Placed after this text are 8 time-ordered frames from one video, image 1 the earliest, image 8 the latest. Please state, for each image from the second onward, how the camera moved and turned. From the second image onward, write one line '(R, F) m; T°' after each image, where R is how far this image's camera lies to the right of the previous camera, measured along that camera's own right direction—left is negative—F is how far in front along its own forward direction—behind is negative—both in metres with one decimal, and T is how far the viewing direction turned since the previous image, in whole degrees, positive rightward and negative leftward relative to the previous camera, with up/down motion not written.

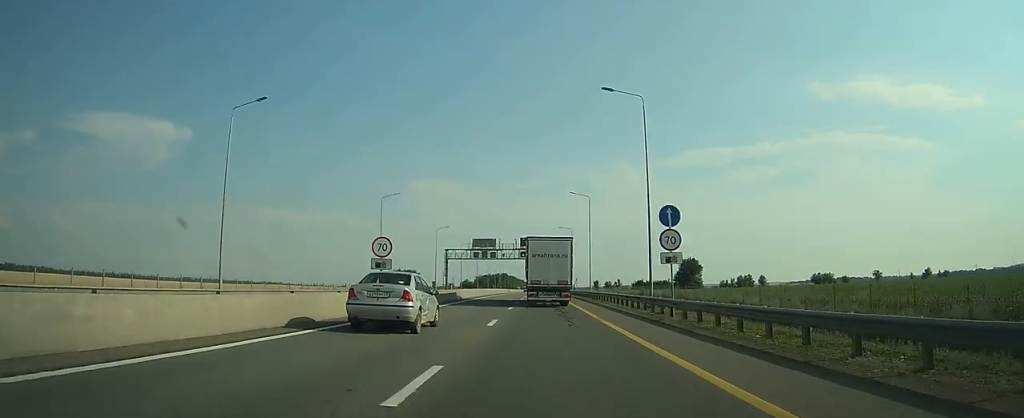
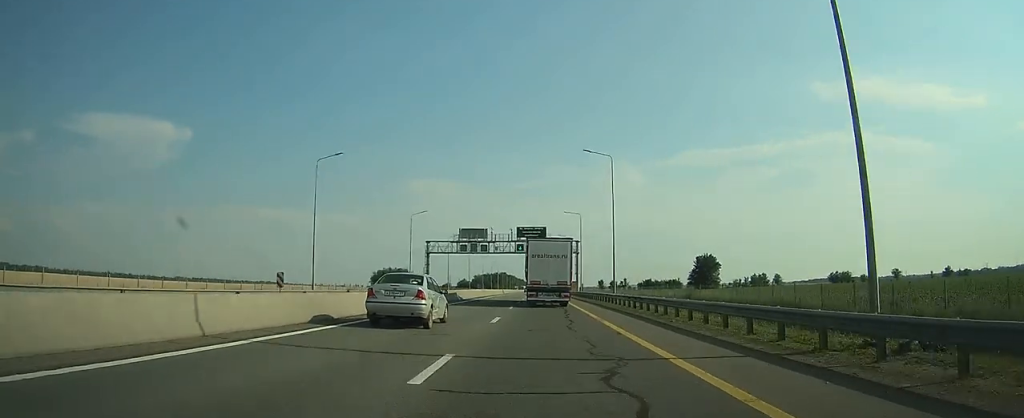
(+0.1, +22.9) m; 0°
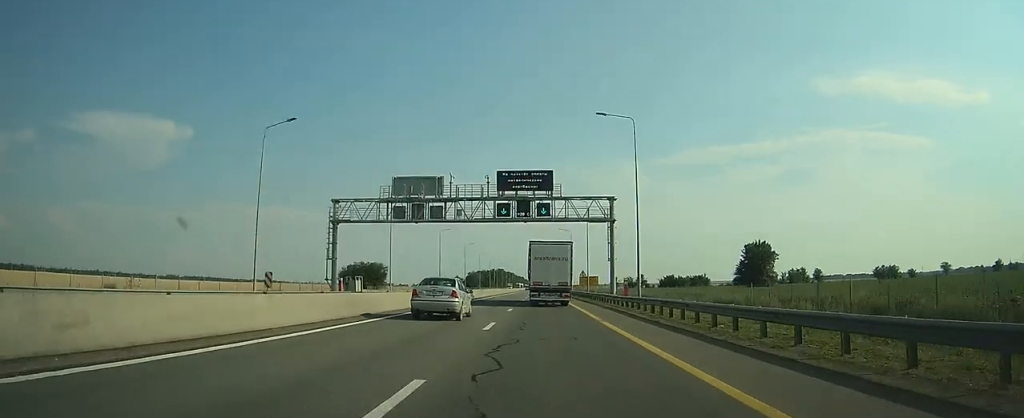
(-0.1, +48.8) m; 0°
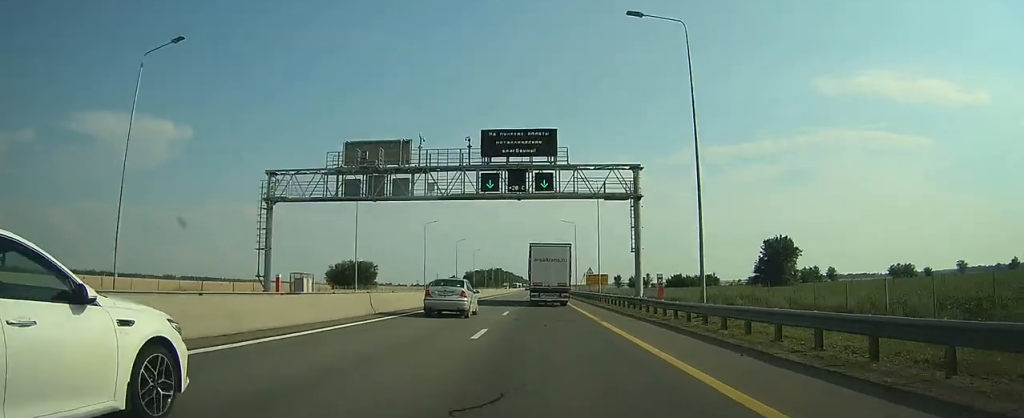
(+0.1, +14.3) m; 0°
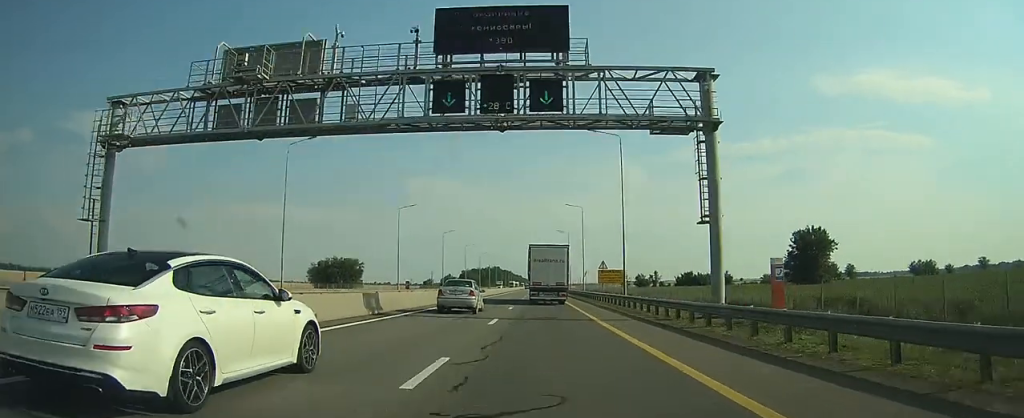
(-0.3, +19.4) m; 0°
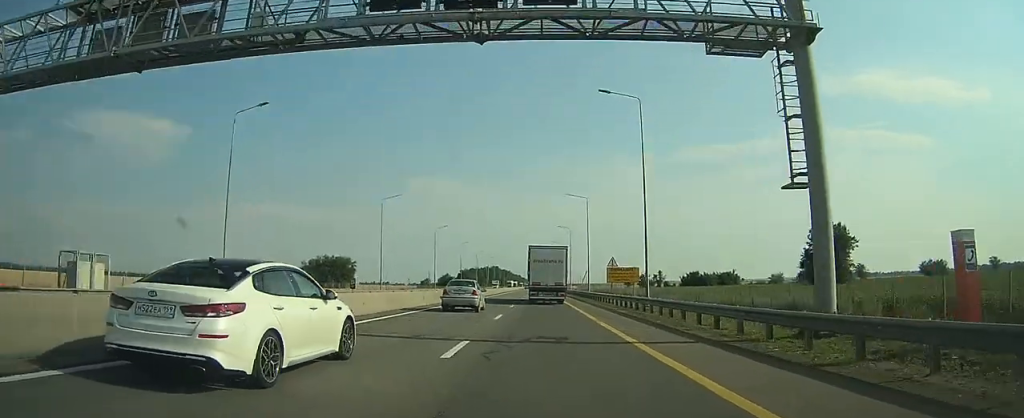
(0.0, +9.4) m; 0°
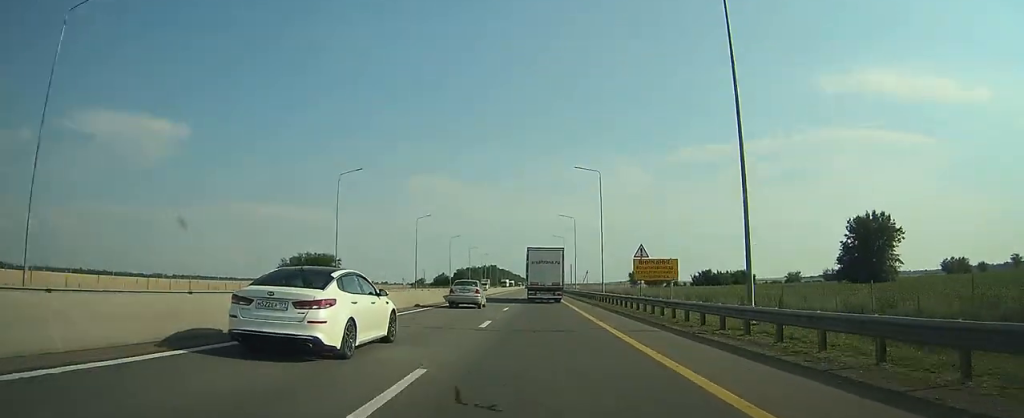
(0.0, +17.3) m; 0°
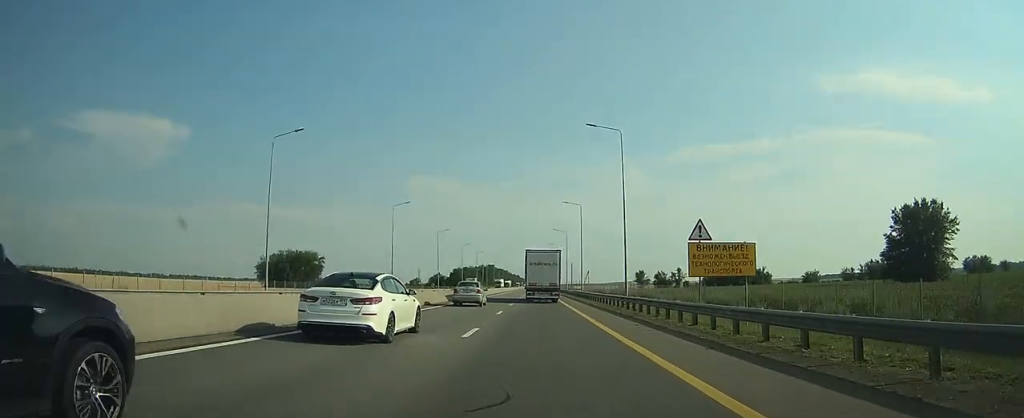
(0.0, +15.8) m; 0°
